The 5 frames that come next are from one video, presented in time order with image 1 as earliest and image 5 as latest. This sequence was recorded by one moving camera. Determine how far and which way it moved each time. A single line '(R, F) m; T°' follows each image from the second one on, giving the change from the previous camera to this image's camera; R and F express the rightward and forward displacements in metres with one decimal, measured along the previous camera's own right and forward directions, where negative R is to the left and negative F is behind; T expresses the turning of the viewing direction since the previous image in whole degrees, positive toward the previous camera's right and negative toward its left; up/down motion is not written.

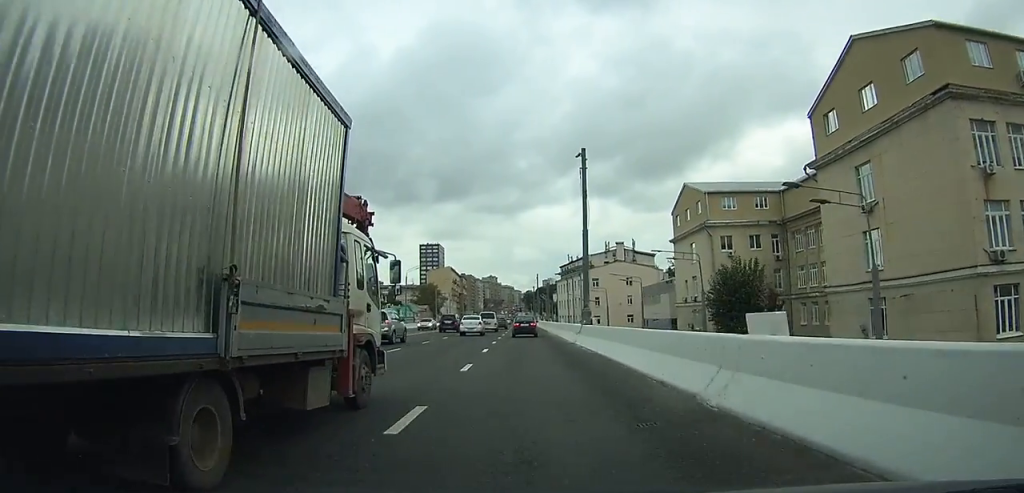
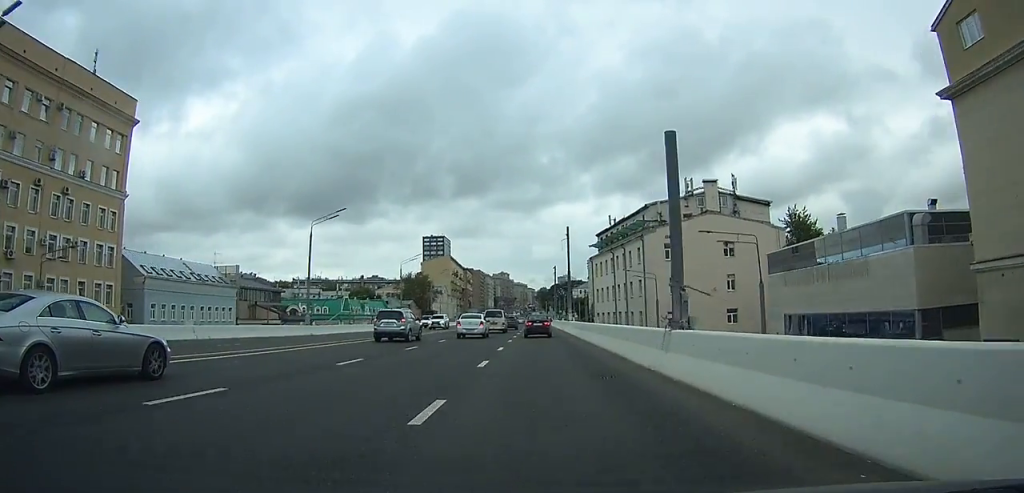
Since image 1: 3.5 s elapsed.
(-1.9, +53.9) m; -2°
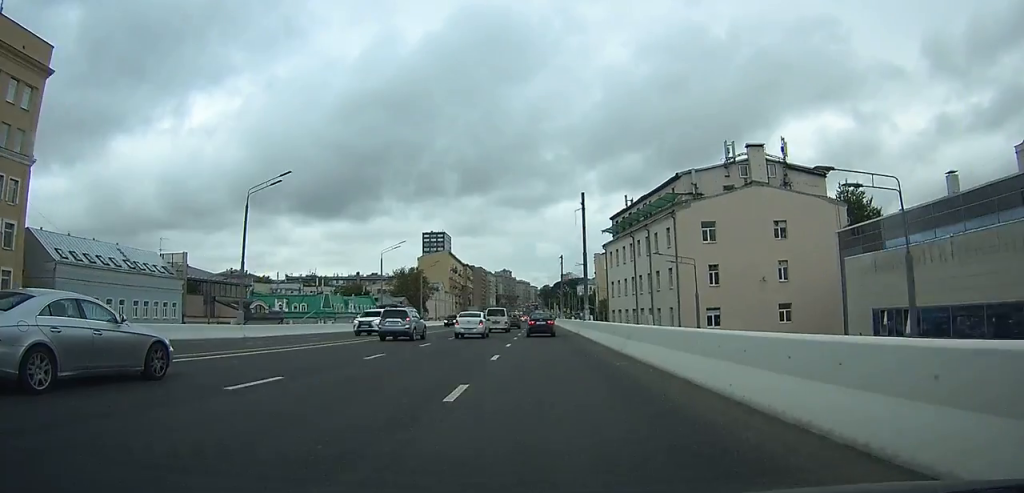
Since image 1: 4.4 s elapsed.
(0.0, +14.0) m; 0°
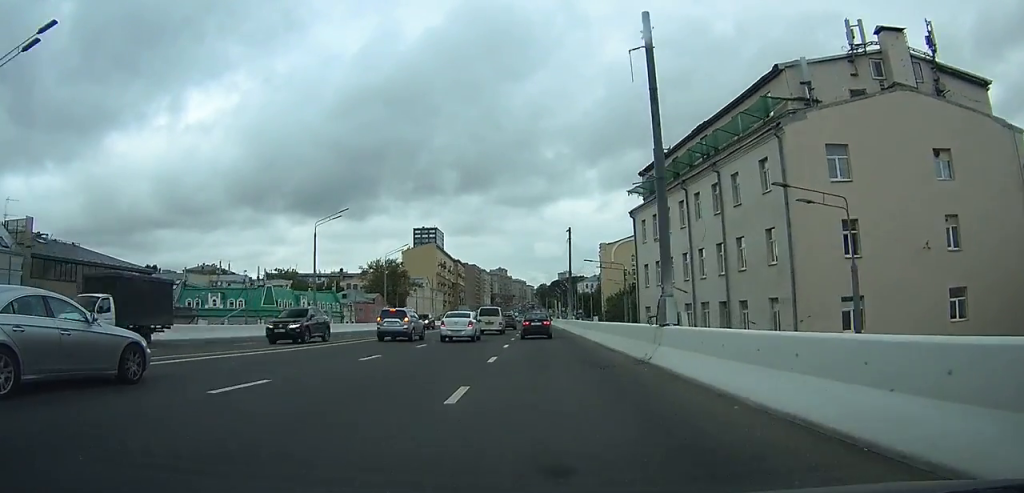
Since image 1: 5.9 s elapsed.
(+0.2, +24.4) m; +1°
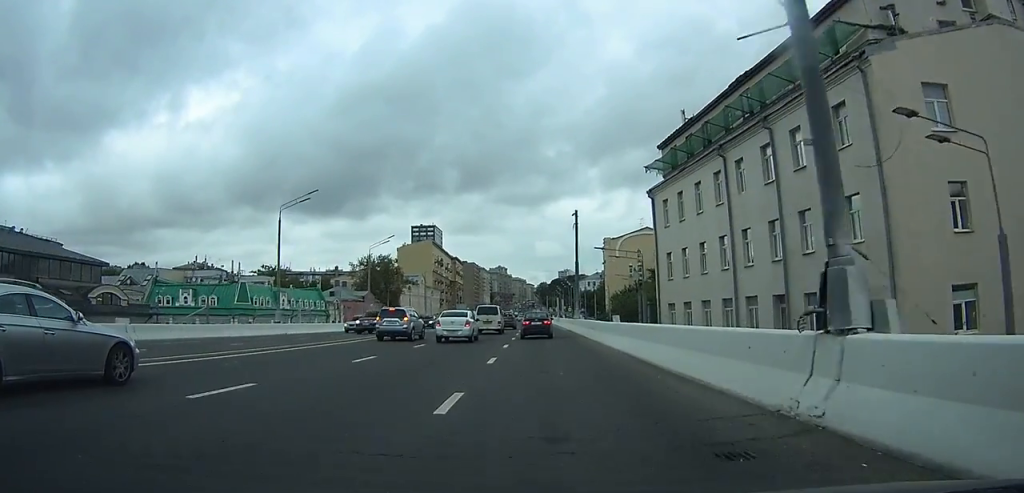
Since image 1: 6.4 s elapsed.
(0.0, +8.7) m; 0°
